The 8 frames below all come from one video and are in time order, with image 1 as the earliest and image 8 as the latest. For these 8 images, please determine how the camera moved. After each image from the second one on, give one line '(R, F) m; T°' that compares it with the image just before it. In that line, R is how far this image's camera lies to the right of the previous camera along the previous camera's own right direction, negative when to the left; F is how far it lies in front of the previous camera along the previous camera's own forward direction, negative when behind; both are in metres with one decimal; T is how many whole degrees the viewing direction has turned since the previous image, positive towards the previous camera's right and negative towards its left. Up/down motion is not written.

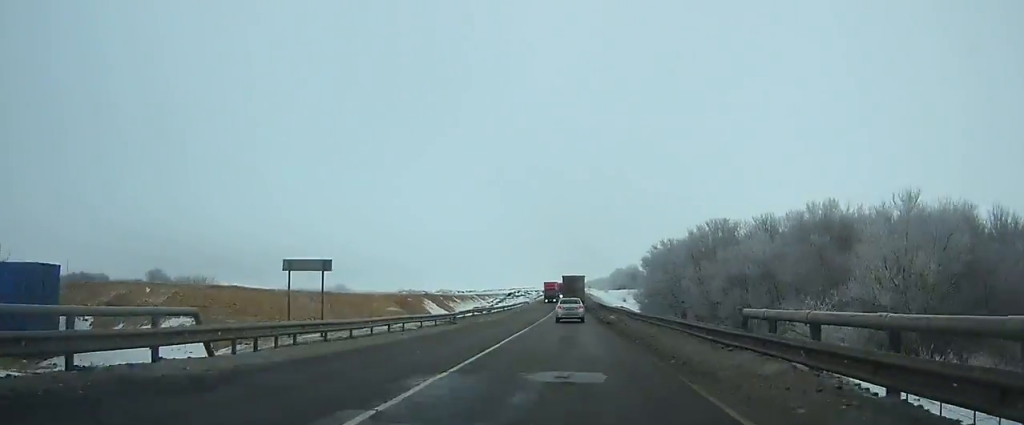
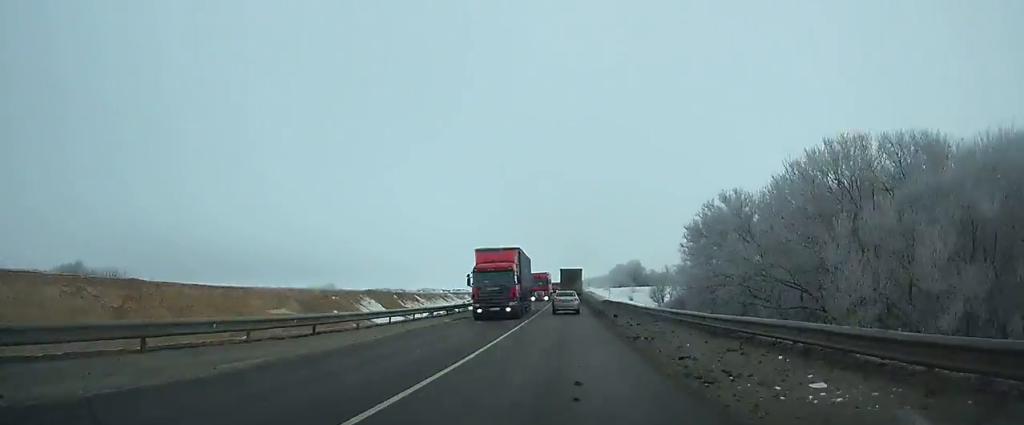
(+0.1, +37.9) m; 0°
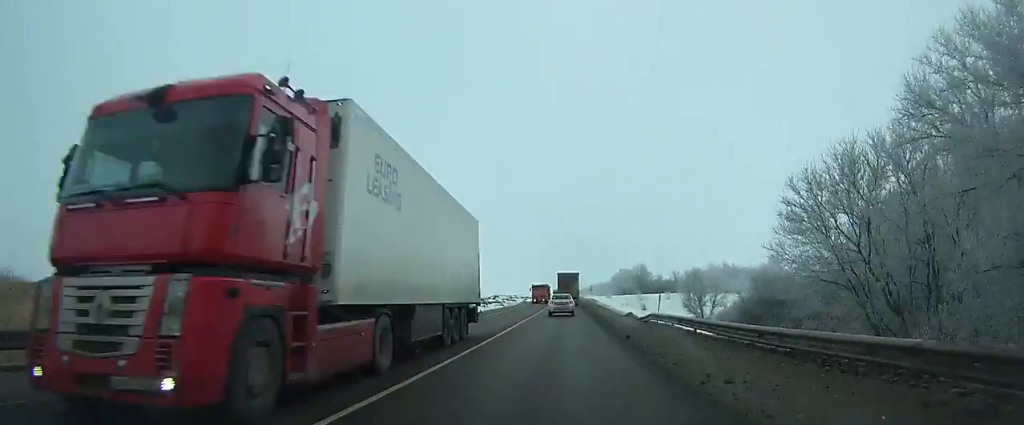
(+0.2, +35.6) m; 0°
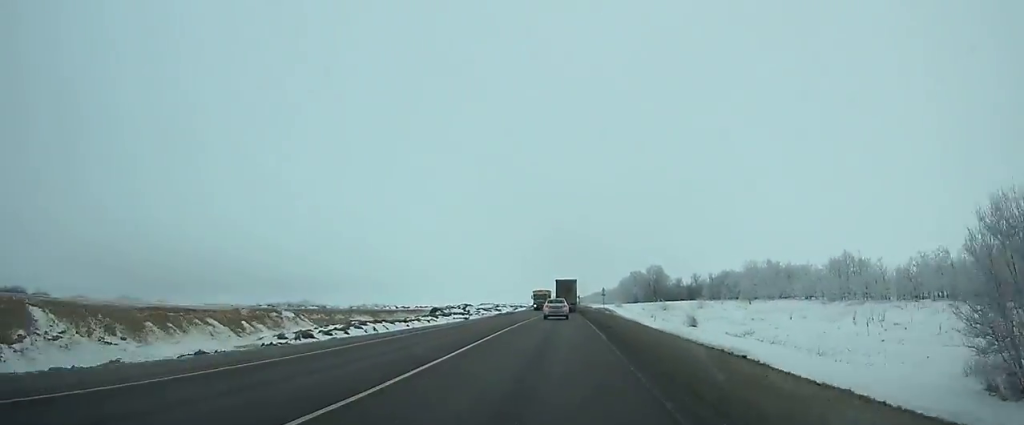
(-0.1, +60.3) m; 0°
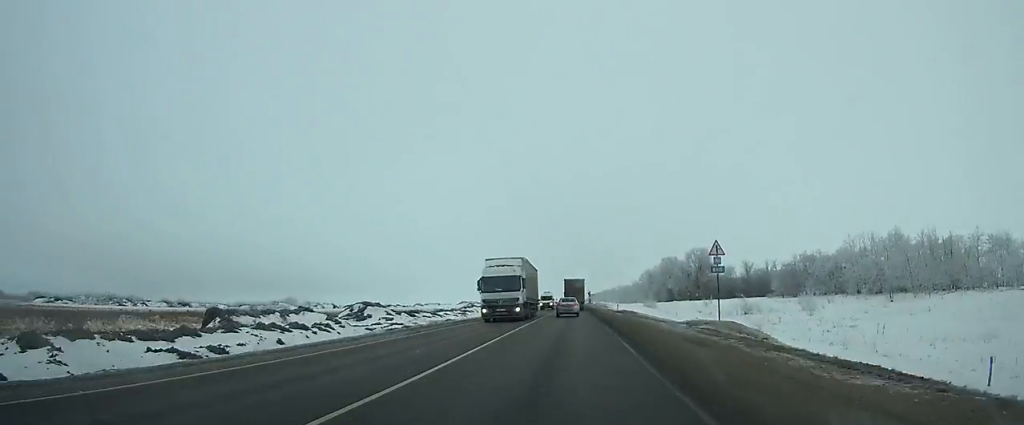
(-0.5, +78.8) m; 0°
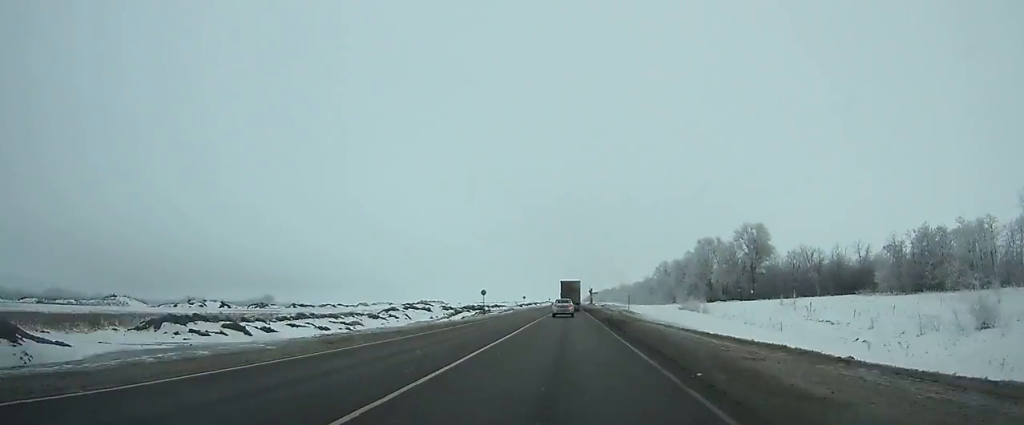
(0.0, +63.9) m; 0°
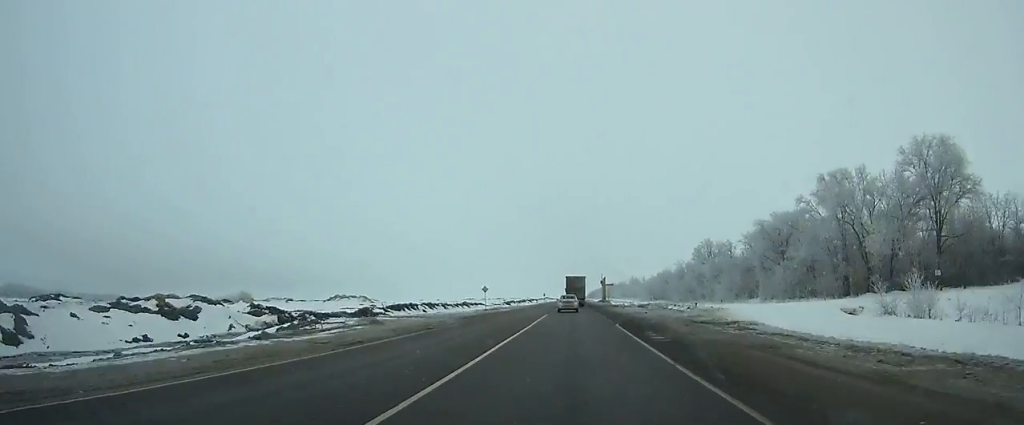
(+0.2, +74.2) m; 0°
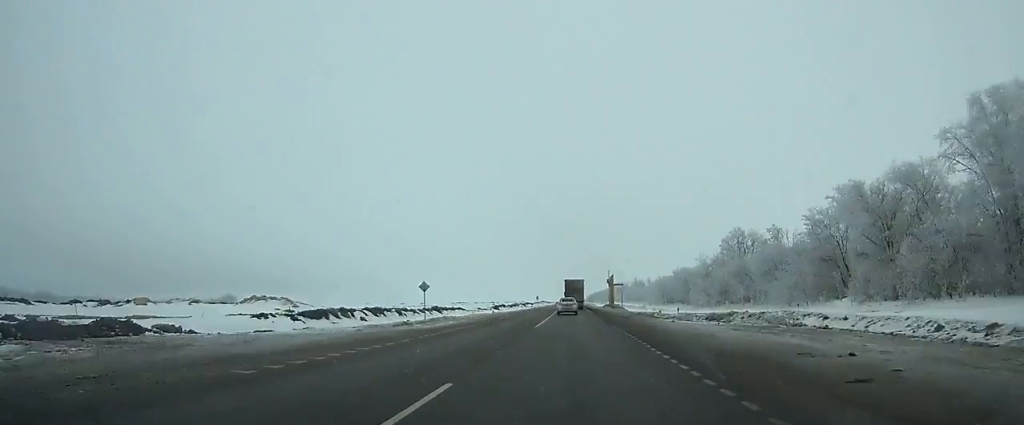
(0.0, +33.8) m; 0°
